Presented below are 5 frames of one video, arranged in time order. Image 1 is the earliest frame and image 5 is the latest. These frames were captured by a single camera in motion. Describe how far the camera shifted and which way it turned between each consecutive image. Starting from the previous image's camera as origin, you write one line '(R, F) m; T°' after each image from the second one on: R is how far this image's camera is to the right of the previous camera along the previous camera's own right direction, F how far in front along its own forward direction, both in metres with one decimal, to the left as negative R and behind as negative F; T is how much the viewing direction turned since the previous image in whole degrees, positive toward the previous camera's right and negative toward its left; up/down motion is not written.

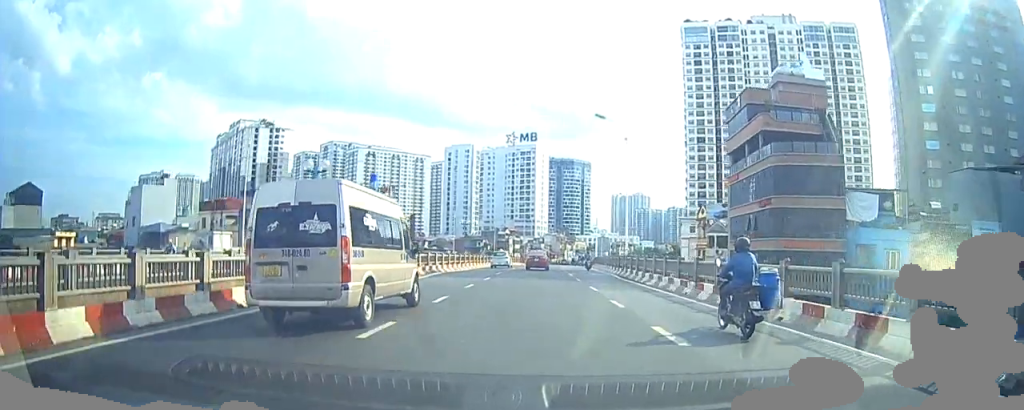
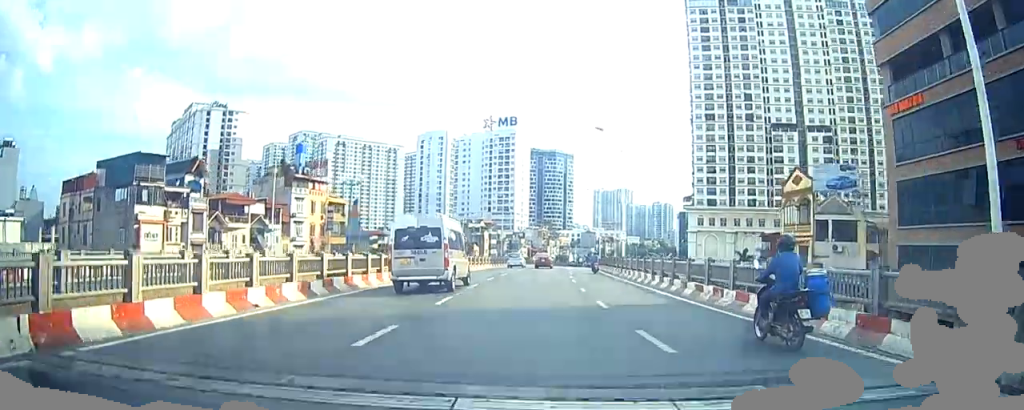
(0.0, +32.9) m; 0°
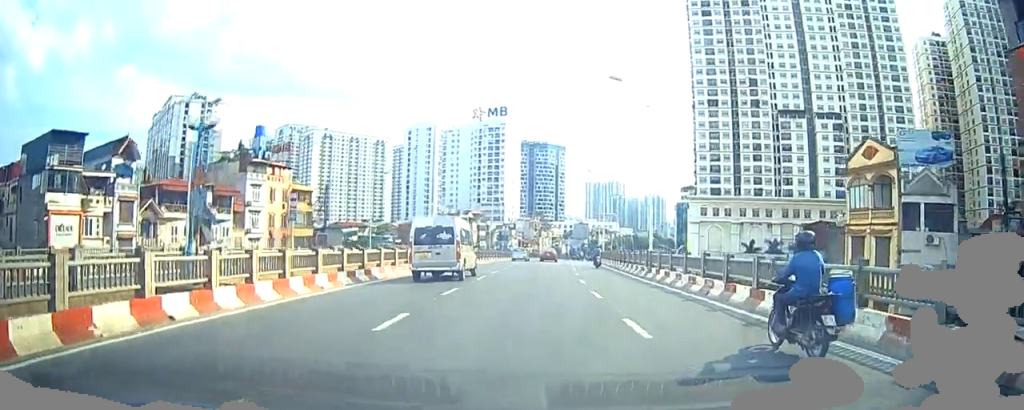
(0.0, +11.9) m; 0°
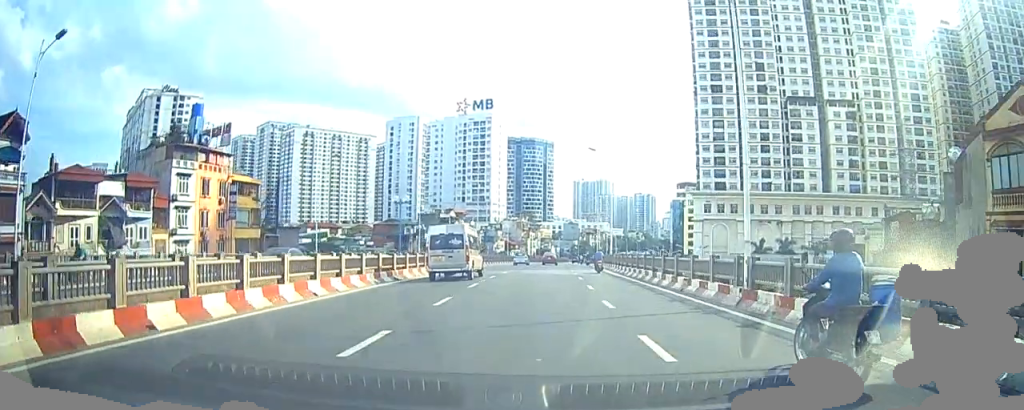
(0.0, +14.8) m; 0°
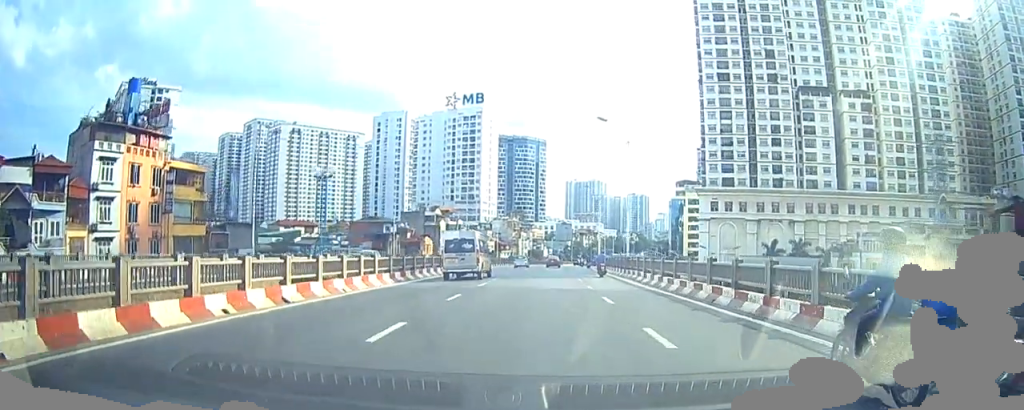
(0.0, +12.0) m; 0°
